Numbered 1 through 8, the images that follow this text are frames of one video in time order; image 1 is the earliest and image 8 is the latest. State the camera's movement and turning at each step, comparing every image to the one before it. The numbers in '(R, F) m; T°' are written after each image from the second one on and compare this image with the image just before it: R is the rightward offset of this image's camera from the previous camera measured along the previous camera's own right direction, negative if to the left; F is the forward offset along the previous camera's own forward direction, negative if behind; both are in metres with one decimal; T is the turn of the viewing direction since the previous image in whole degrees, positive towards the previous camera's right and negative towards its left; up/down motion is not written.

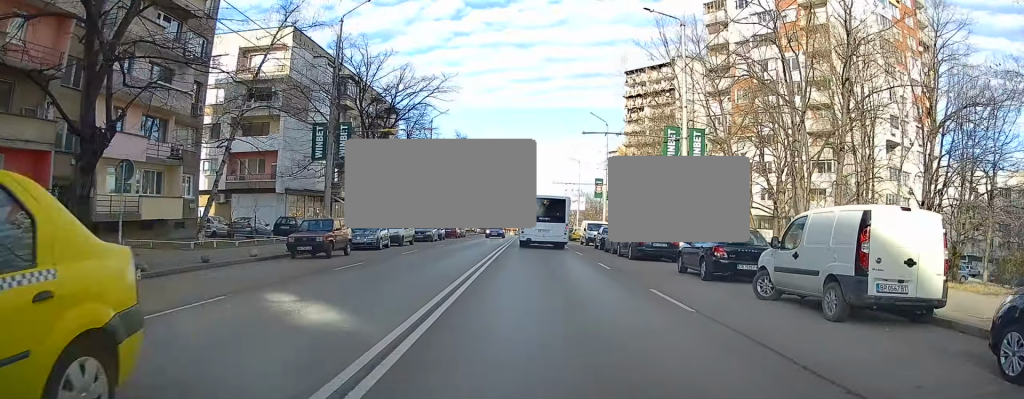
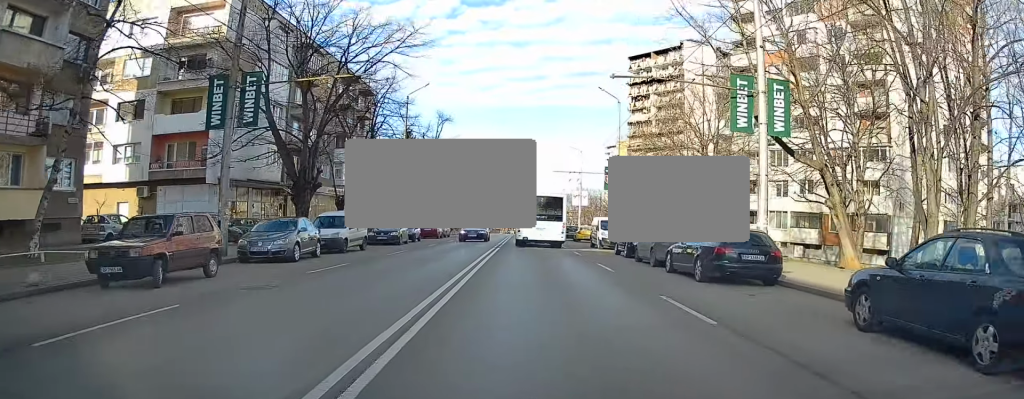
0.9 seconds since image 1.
(+0.1, +10.1) m; 0°
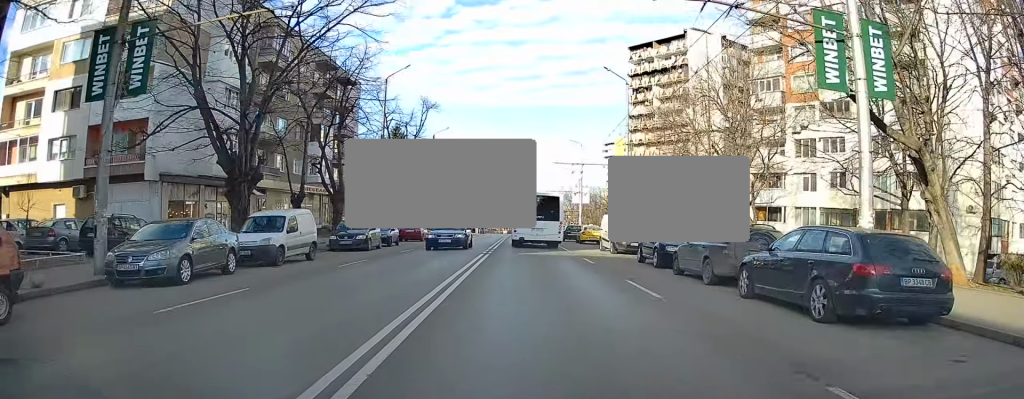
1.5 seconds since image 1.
(0.0, +6.7) m; 0°
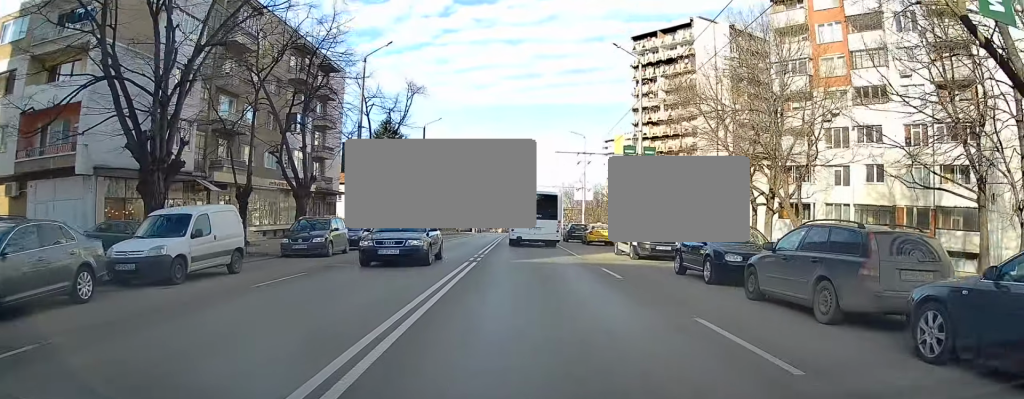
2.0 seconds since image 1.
(0.0, +5.7) m; 0°
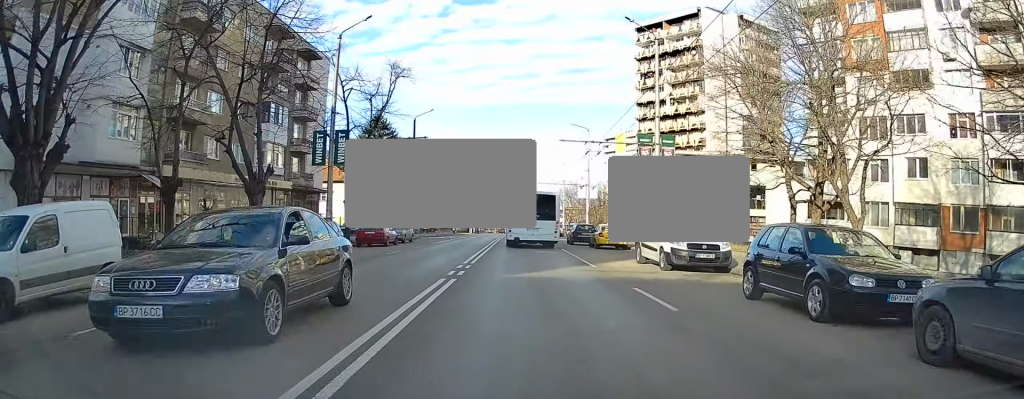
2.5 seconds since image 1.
(0.0, +5.5) m; 0°
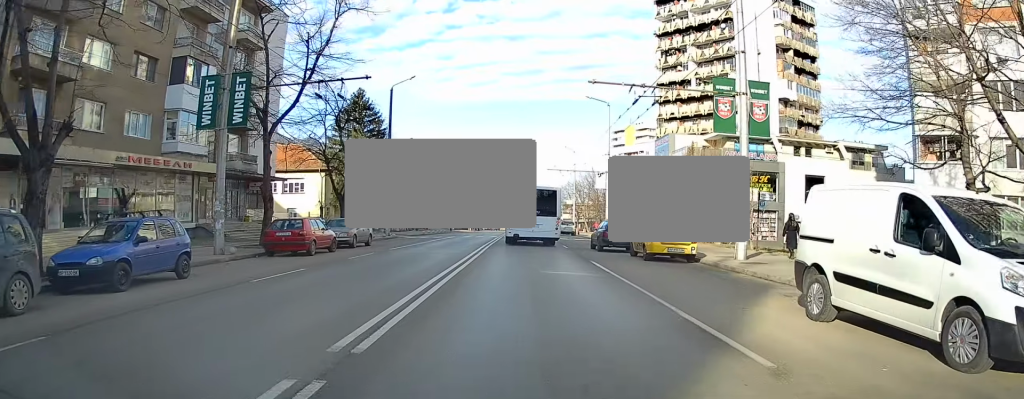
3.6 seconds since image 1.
(+0.1, +12.8) m; 0°
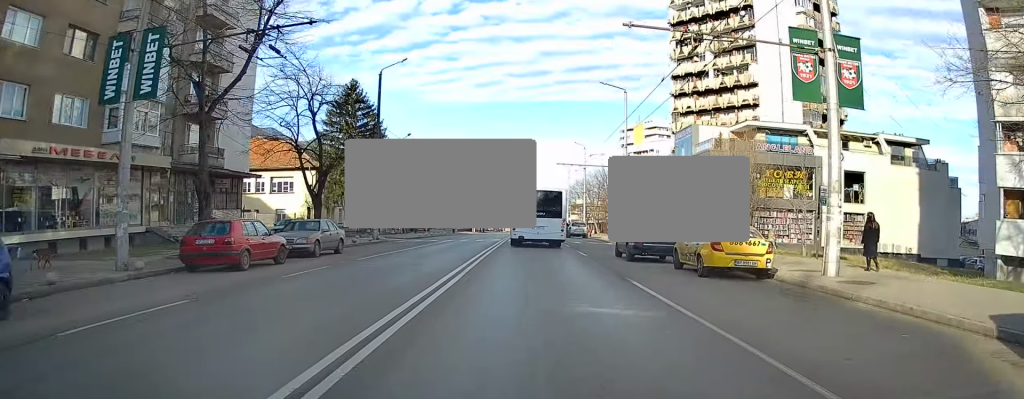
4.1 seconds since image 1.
(0.0, +6.2) m; -1°
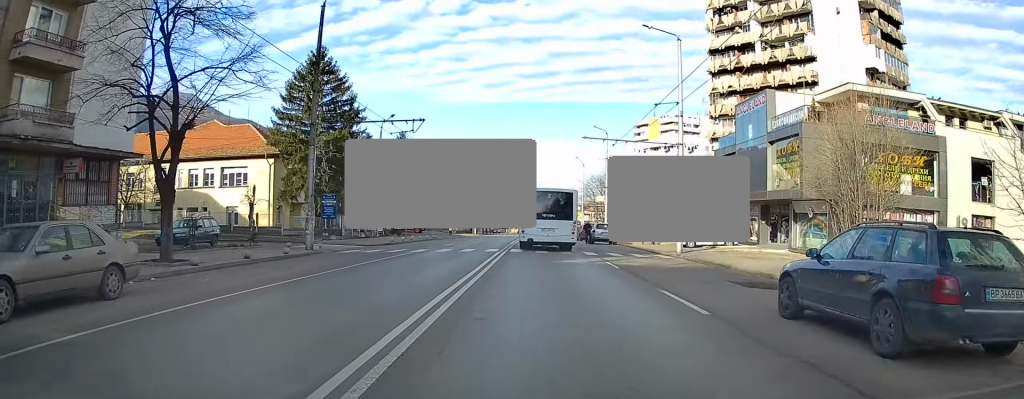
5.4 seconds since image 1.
(-0.3, +14.6) m; 0°
